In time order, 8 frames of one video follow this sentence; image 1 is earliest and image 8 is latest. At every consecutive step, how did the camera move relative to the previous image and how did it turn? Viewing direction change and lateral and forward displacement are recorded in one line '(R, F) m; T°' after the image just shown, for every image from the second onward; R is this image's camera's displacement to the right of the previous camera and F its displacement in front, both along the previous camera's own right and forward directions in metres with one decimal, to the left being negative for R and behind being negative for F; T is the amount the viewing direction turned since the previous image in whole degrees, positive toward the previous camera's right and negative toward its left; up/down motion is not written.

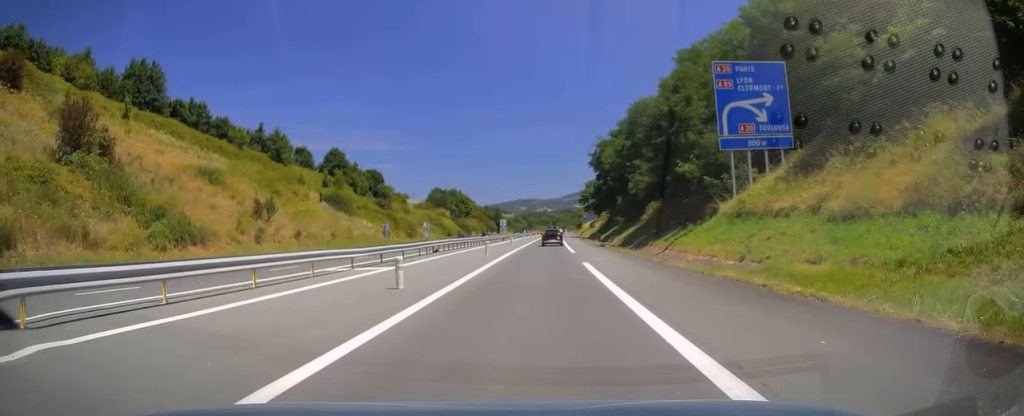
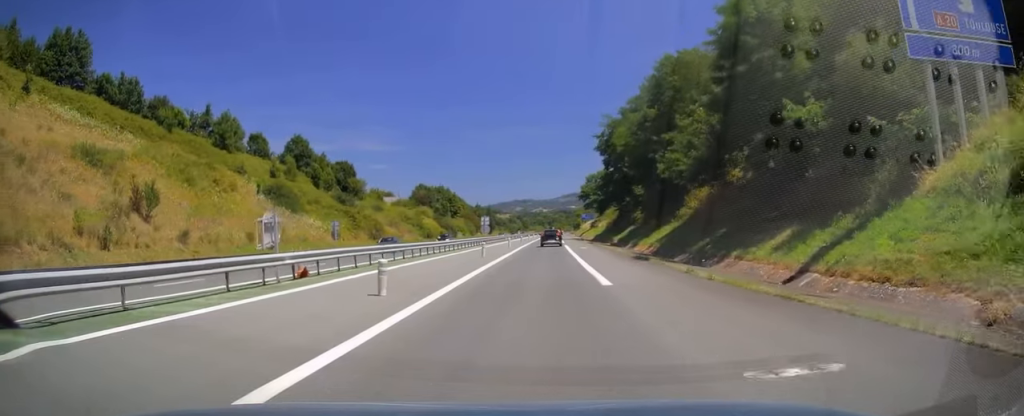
(0.0, +21.3) m; 0°
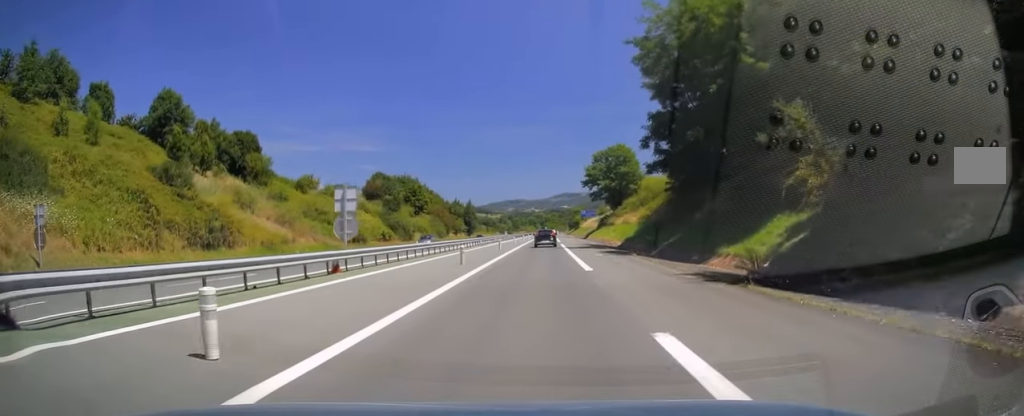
(+0.2, +46.6) m; +1°
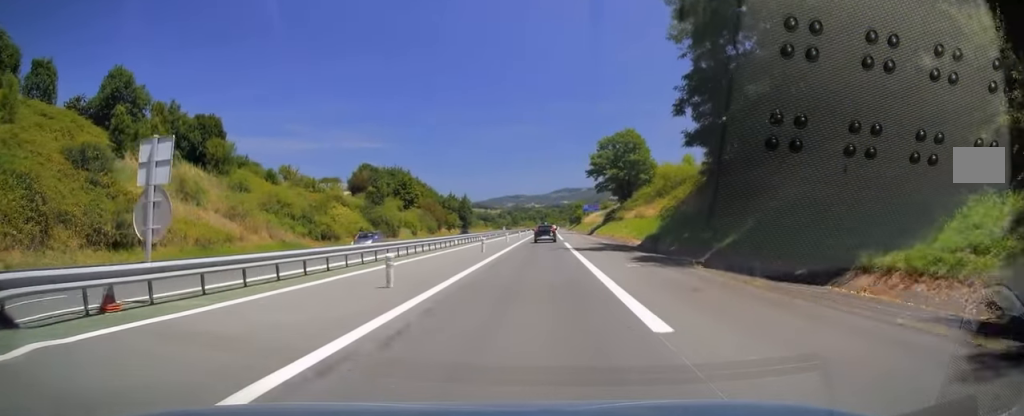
(+0.1, +12.2) m; 0°
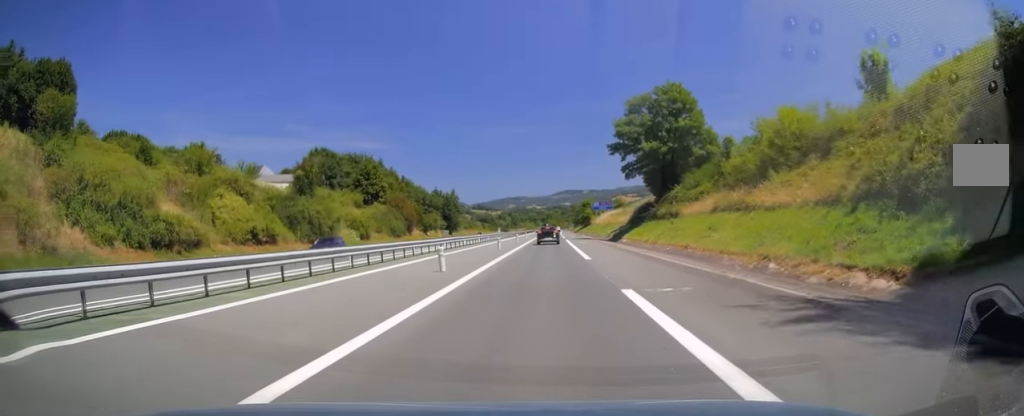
(+0.1, +35.3) m; 0°
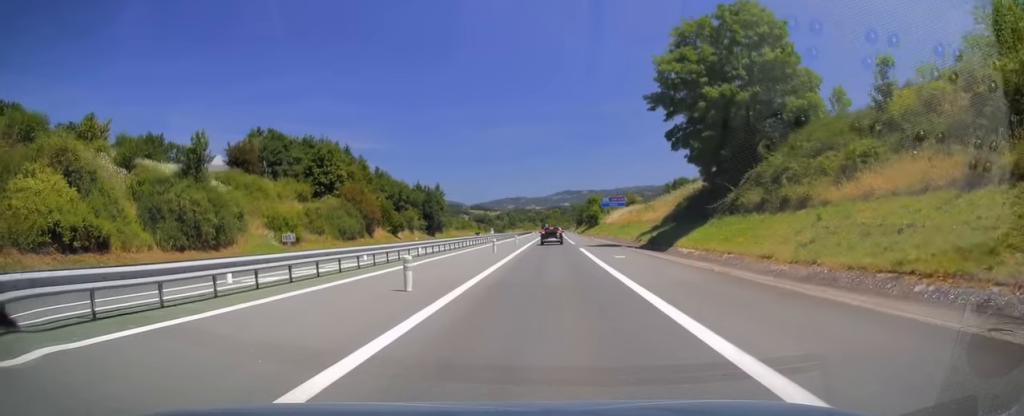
(-0.3, +27.0) m; 0°
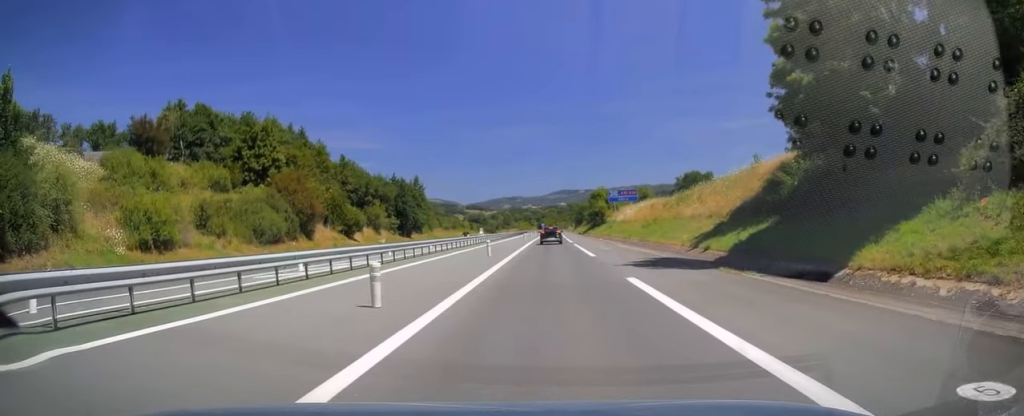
(+0.2, +23.6) m; 0°
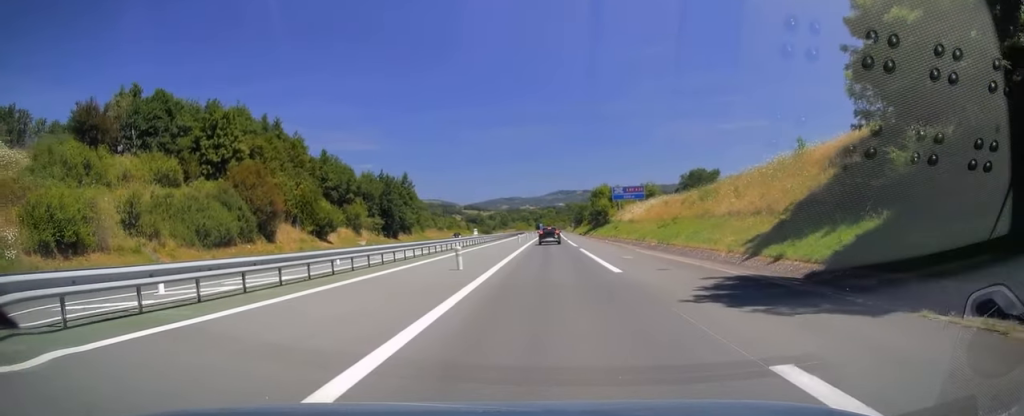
(-0.1, +9.9) m; 0°
